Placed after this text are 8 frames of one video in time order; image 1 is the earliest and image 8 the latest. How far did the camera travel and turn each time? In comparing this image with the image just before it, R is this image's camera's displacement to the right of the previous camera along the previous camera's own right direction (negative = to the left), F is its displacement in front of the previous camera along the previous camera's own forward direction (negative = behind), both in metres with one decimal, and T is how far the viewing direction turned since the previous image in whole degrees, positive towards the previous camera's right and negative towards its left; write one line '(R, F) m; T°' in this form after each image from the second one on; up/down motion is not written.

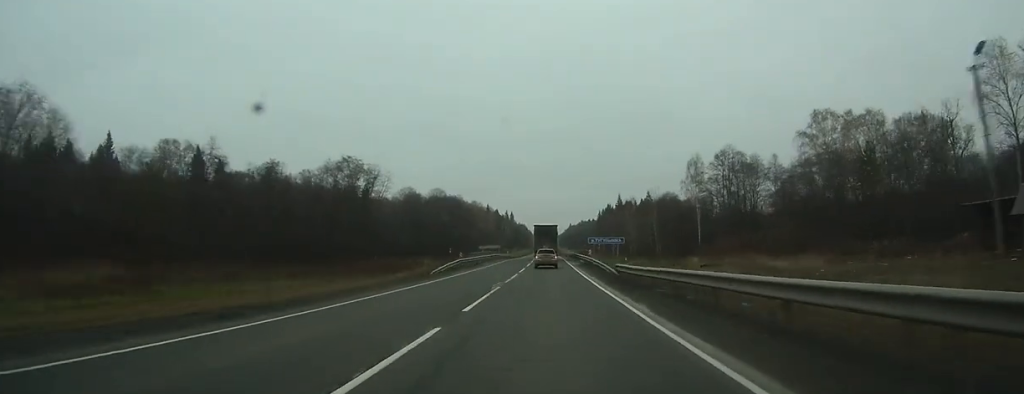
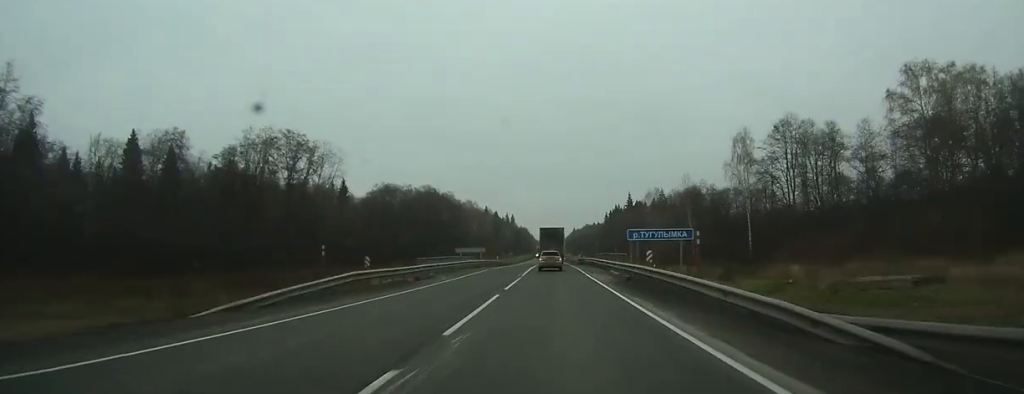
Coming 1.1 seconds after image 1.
(-0.1, +27.8) m; 0°
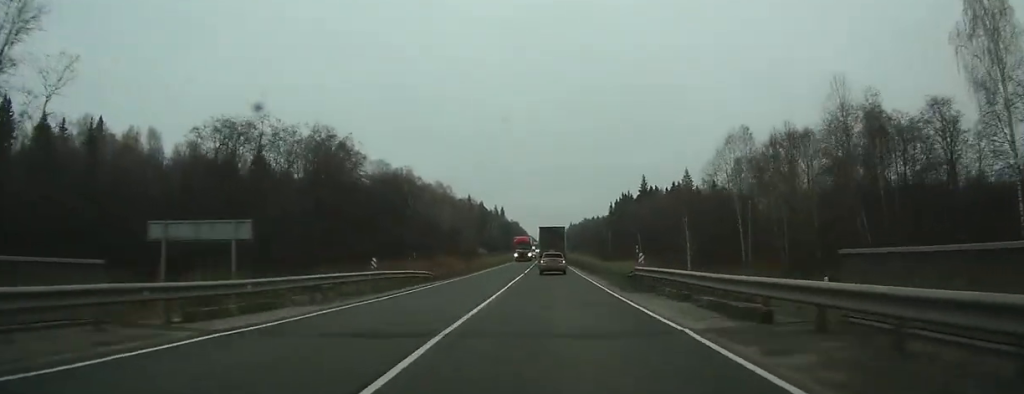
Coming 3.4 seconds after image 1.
(+0.3, +55.6) m; +1°
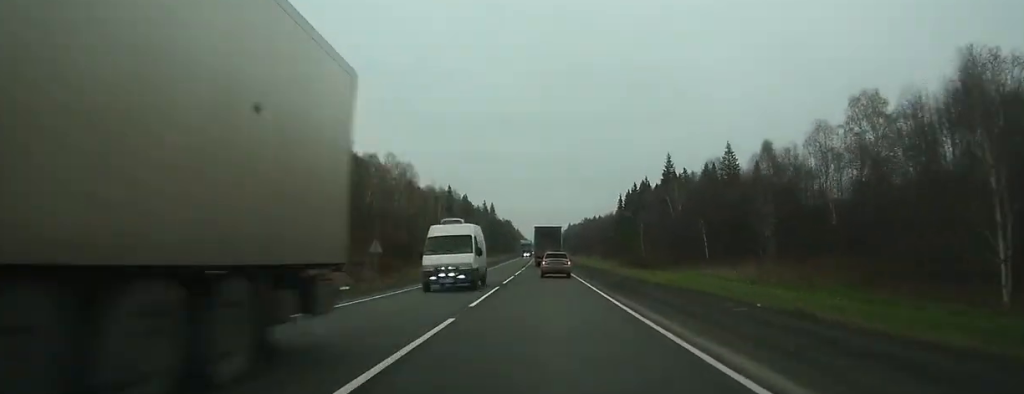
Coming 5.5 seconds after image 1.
(+0.2, +51.9) m; +1°
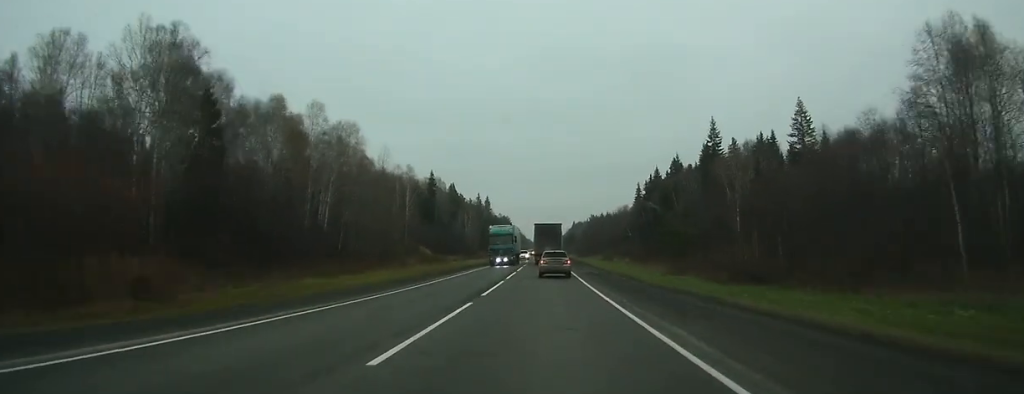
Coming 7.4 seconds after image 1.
(+0.2, +44.7) m; 0°
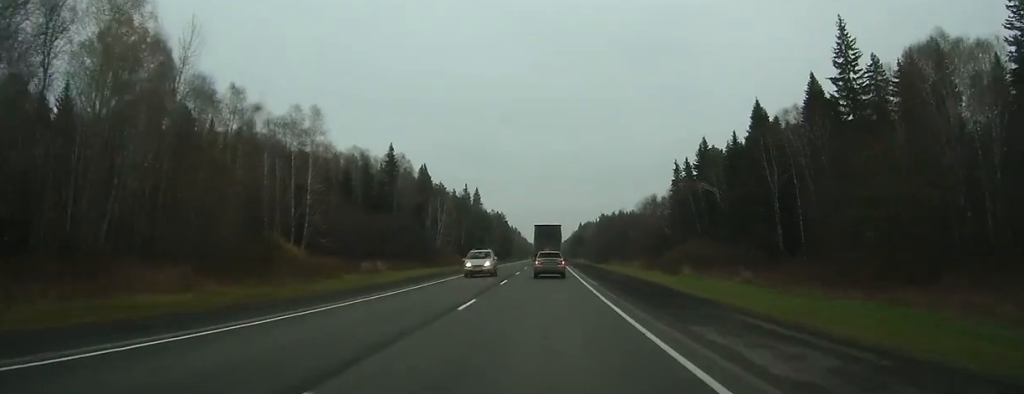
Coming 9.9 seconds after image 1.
(0.0, +59.8) m; 0°
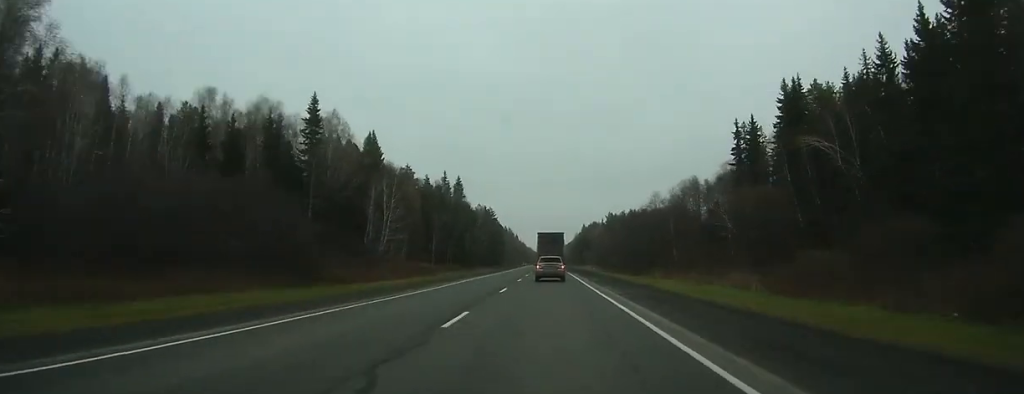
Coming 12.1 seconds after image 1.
(-0.2, +51.4) m; 0°
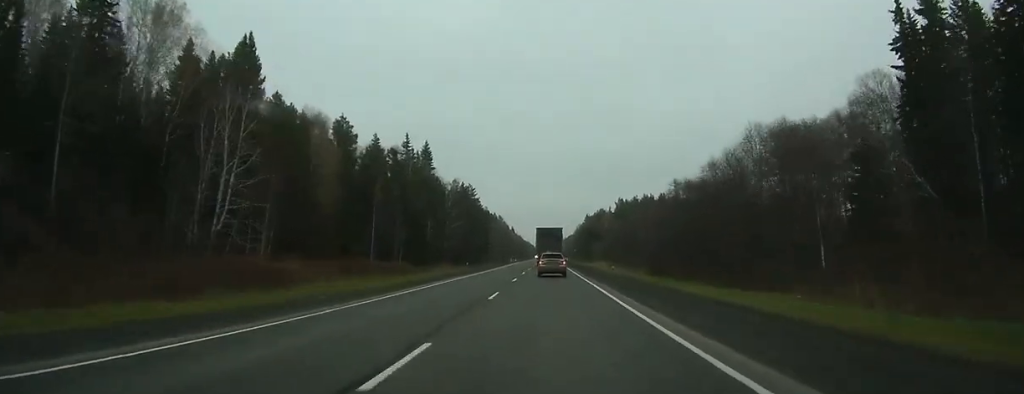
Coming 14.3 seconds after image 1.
(+0.1, +51.2) m; 0°
